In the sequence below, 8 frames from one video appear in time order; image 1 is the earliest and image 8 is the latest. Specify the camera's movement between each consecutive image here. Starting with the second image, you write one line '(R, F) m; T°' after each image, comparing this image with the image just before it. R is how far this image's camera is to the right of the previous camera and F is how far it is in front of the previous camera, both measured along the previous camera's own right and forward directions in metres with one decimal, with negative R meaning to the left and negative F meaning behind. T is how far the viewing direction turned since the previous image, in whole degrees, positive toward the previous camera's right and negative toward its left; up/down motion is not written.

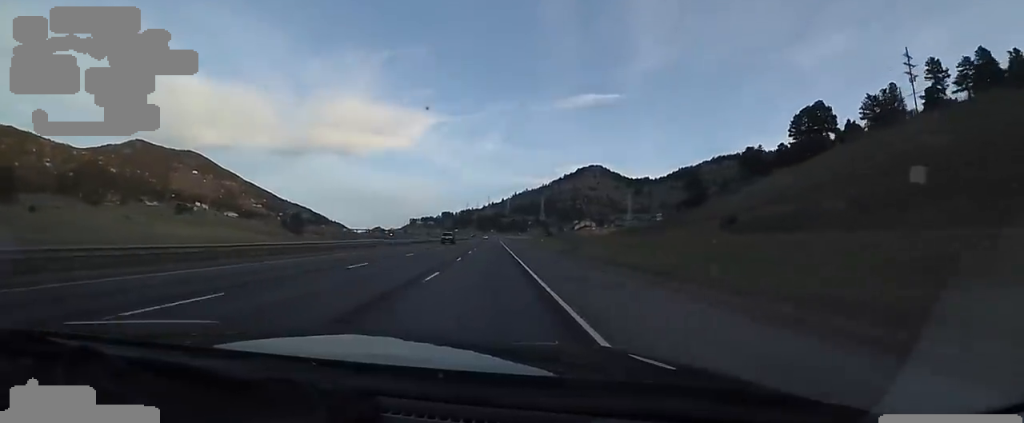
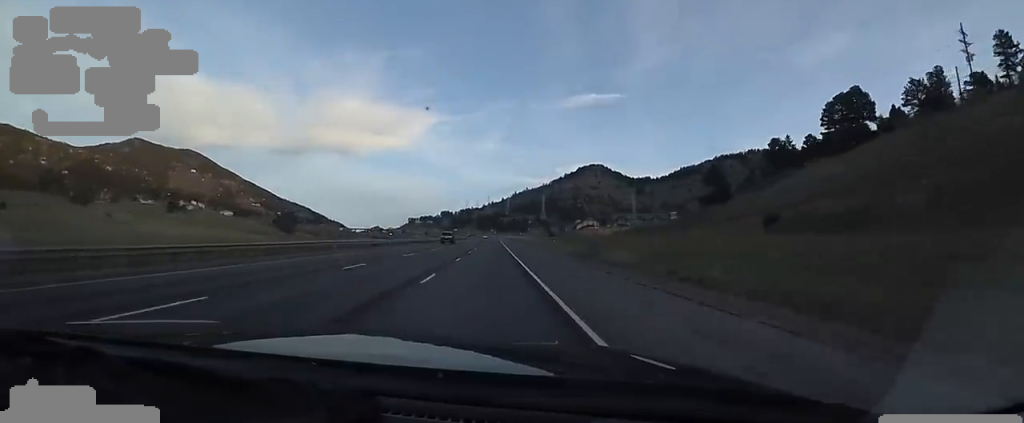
(0.0, +12.9) m; 0°
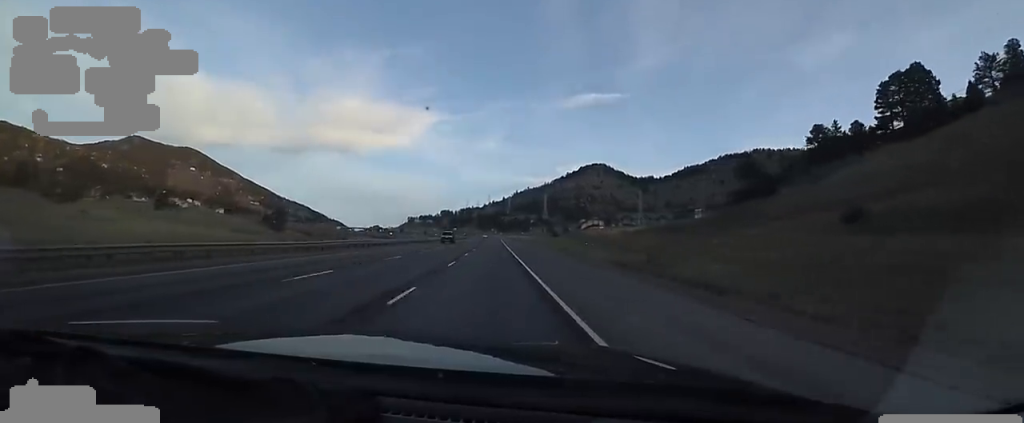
(0.0, +17.2) m; 0°
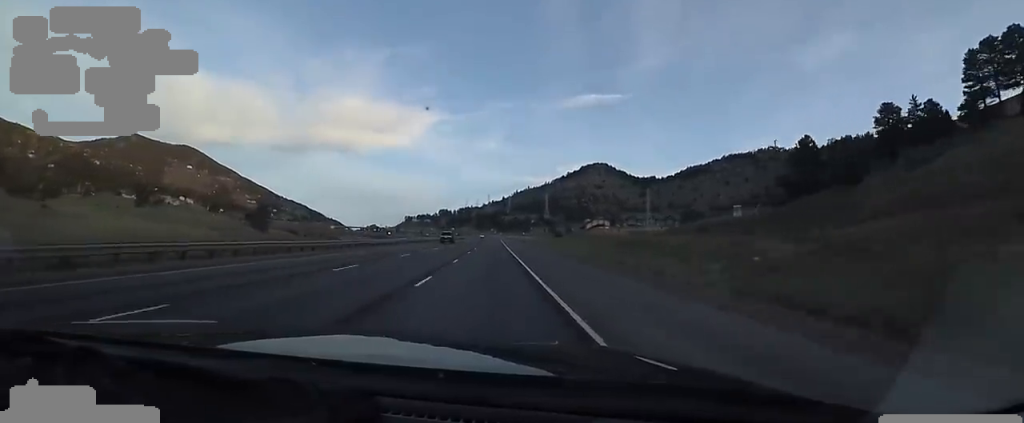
(0.0, +21.6) m; 0°
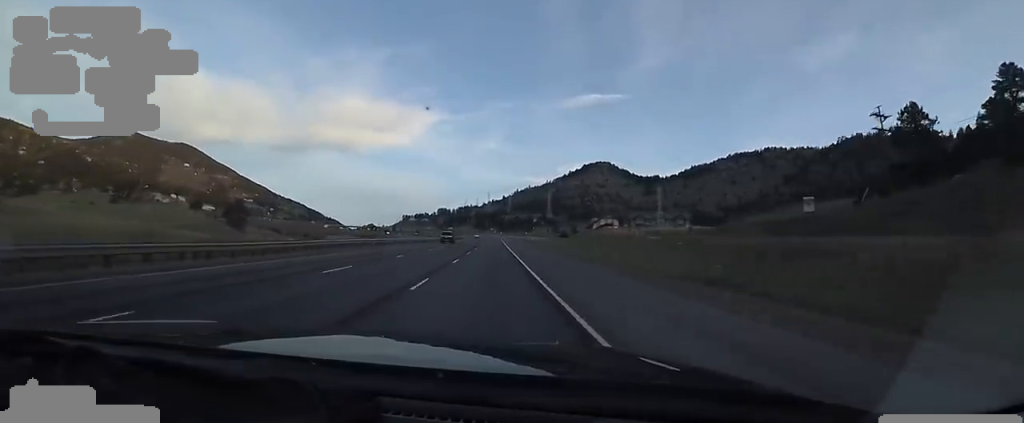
(+0.1, +25.9) m; -1°
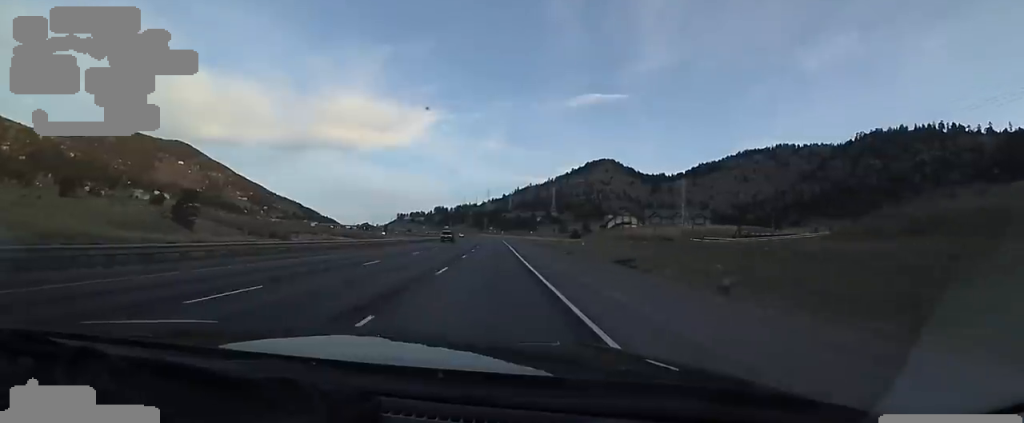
(-1.5, +44.4) m; -2°
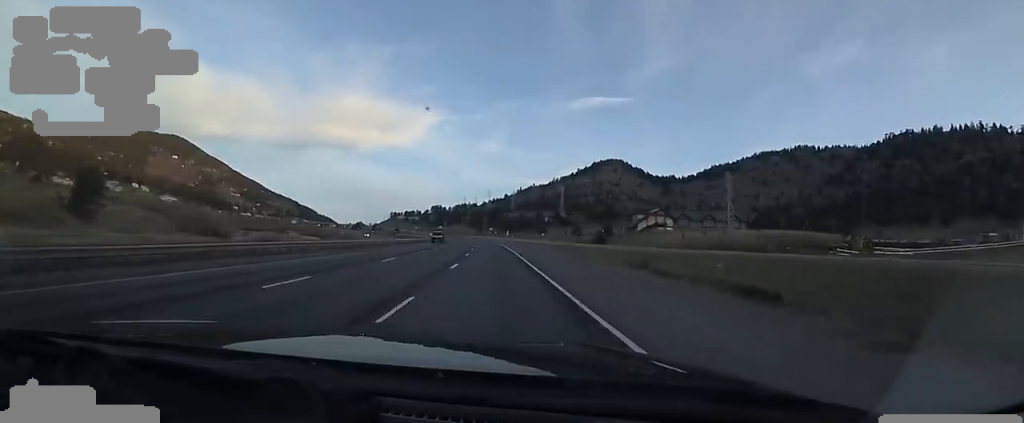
(+2.5, +56.7) m; +2°
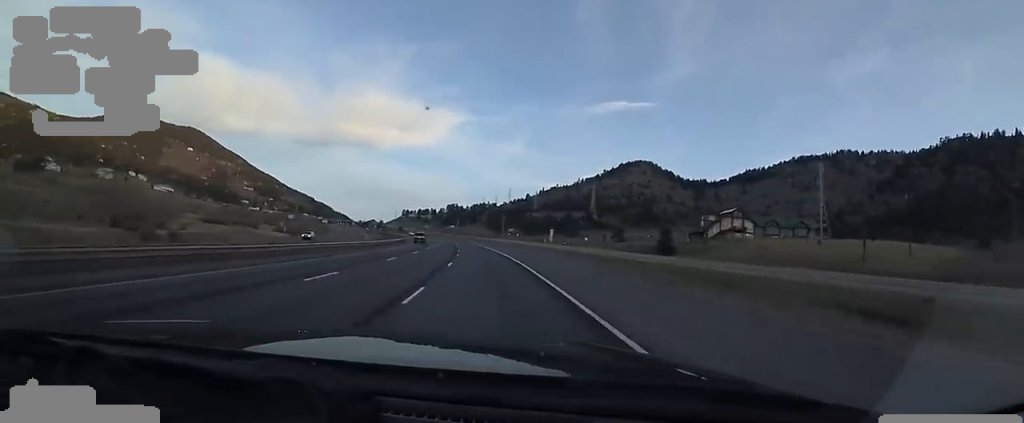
(-2.4, +58.1) m; -3°
